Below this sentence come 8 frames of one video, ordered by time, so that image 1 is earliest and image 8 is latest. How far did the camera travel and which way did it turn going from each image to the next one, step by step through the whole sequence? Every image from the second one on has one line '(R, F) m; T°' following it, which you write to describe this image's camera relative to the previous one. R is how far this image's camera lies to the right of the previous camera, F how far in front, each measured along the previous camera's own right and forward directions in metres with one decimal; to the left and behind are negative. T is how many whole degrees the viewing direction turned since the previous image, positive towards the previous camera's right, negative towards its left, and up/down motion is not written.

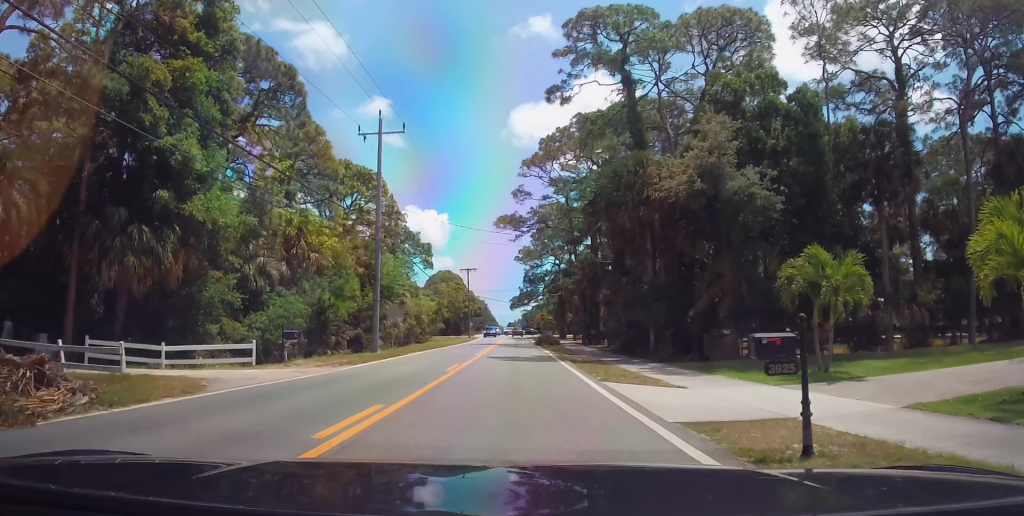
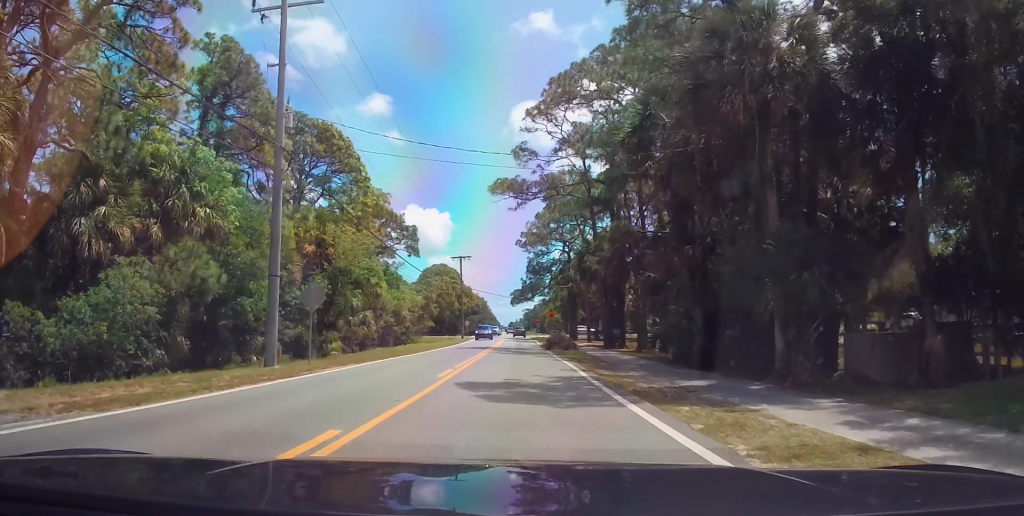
(-0.1, +14.8) m; -2°
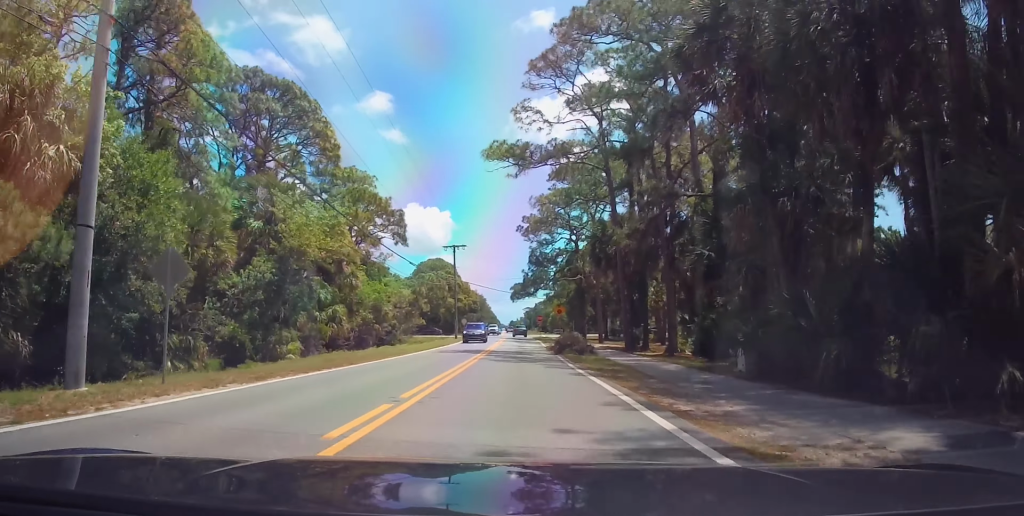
(-0.4, +9.5) m; 0°
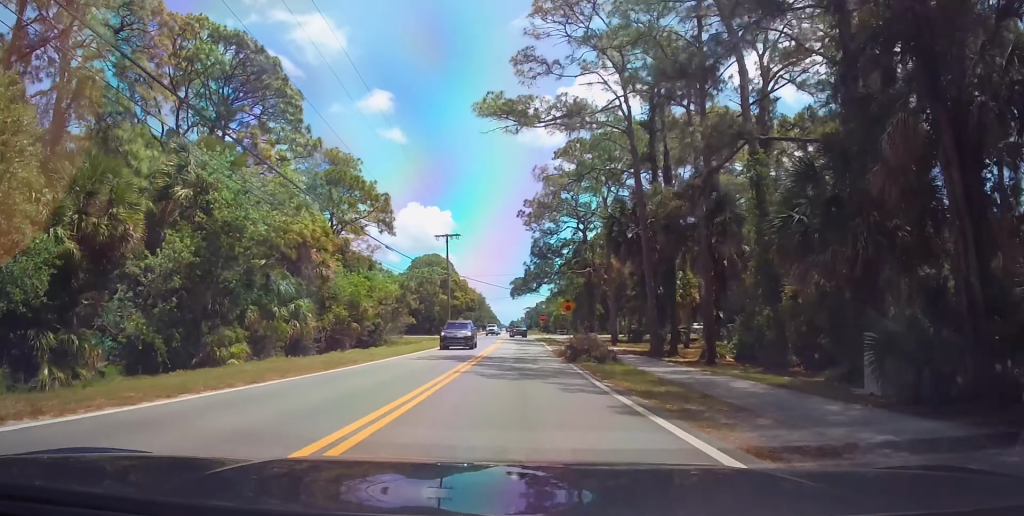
(+0.1, +8.2) m; +1°
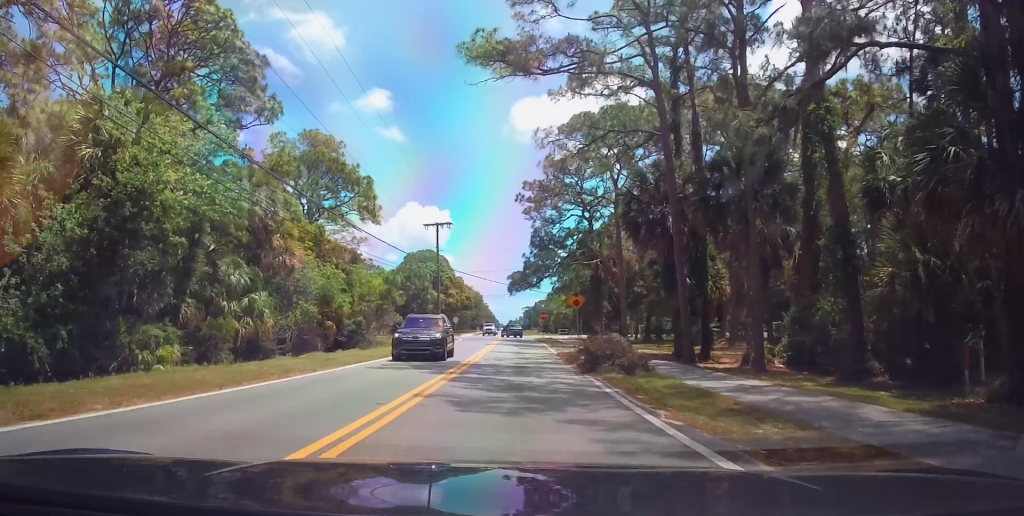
(+0.2, +6.8) m; +1°
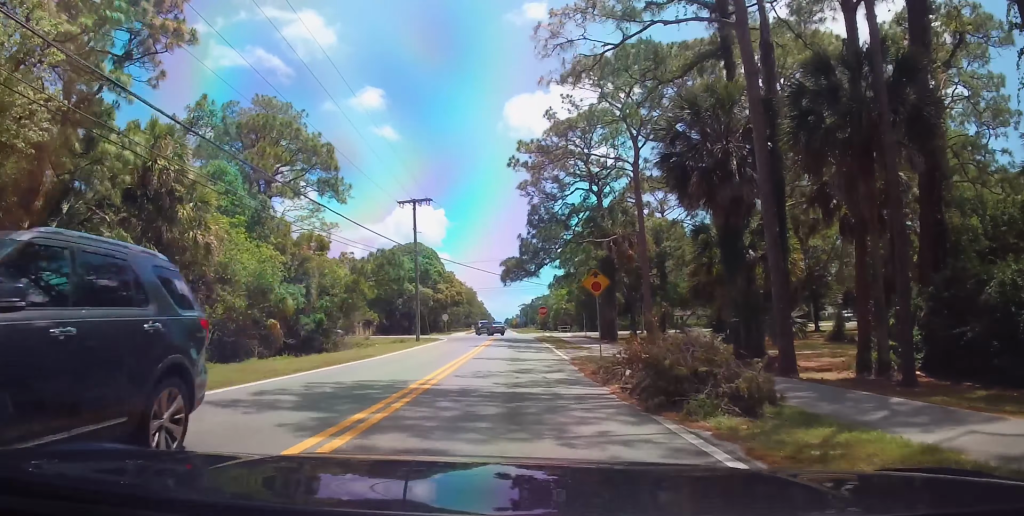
(+0.1, +10.3) m; 0°
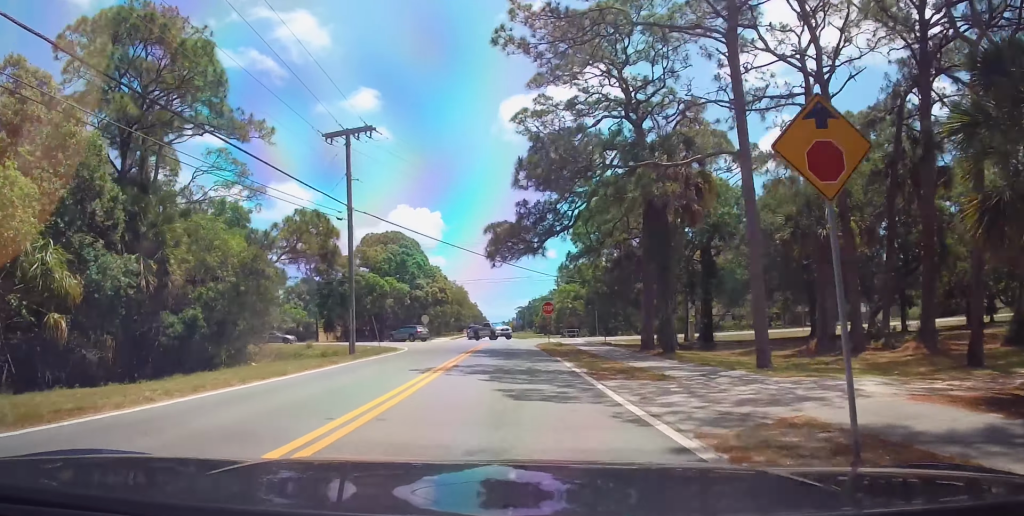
(0.0, +18.2) m; 0°
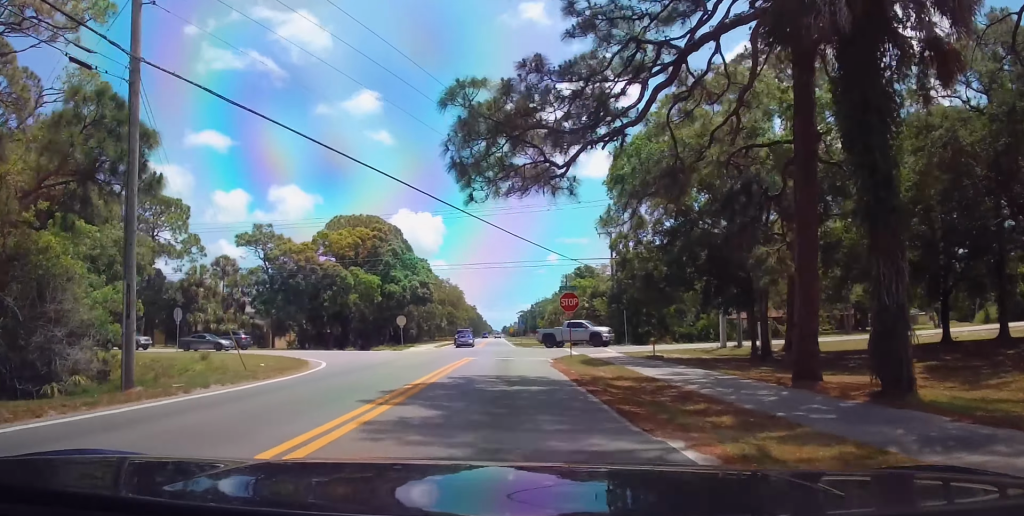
(-0.6, +17.7) m; -3°
